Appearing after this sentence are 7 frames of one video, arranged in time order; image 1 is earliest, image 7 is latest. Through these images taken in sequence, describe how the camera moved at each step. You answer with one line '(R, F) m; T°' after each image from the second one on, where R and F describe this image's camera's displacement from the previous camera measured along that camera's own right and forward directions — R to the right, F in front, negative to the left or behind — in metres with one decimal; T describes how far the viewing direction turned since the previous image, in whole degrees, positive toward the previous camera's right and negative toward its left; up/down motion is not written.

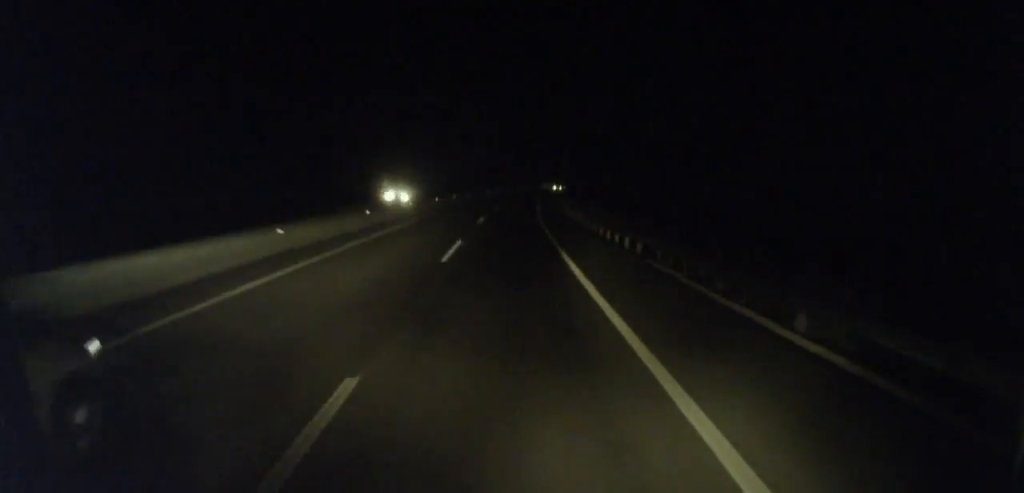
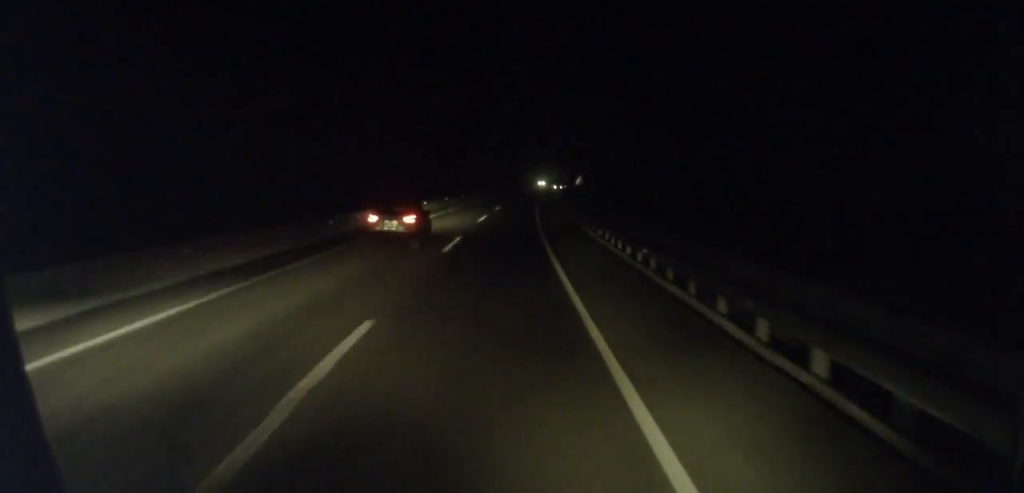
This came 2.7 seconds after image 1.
(+0.7, +64.9) m; +3°
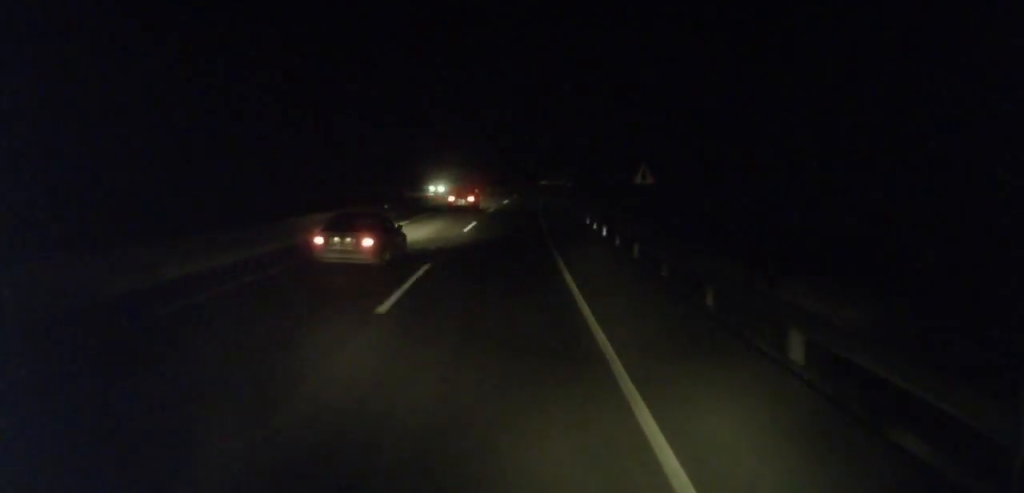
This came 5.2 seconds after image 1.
(+1.5, +62.4) m; +3°
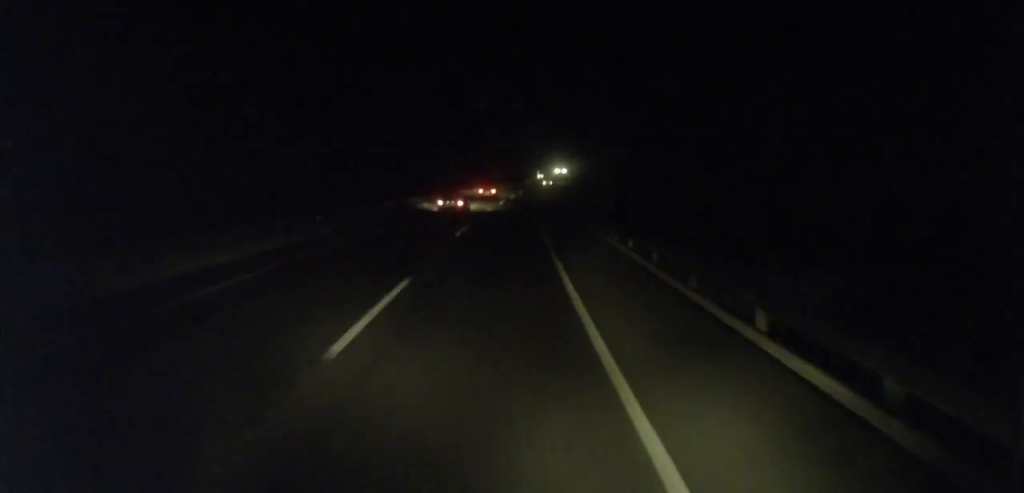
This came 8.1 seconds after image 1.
(+3.2, +72.2) m; +4°
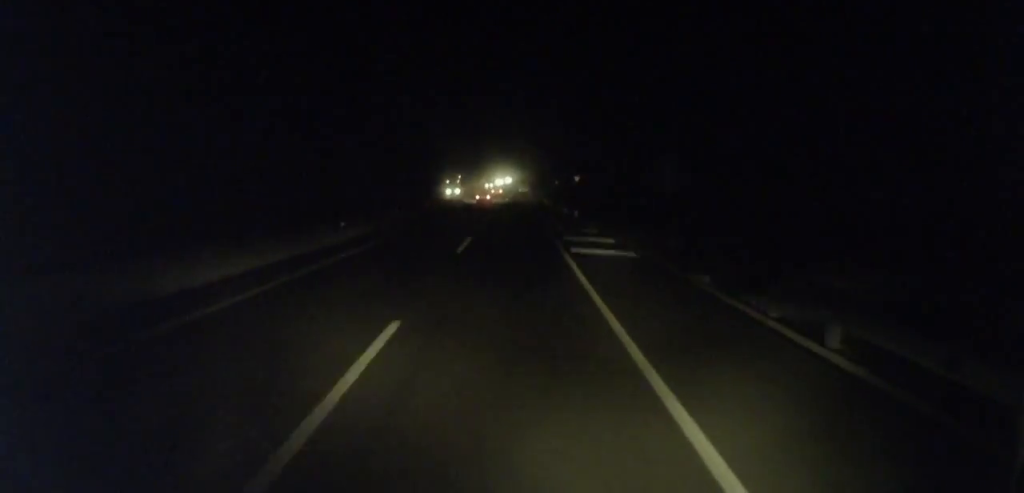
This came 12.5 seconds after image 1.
(+5.5, +107.7) m; +4°
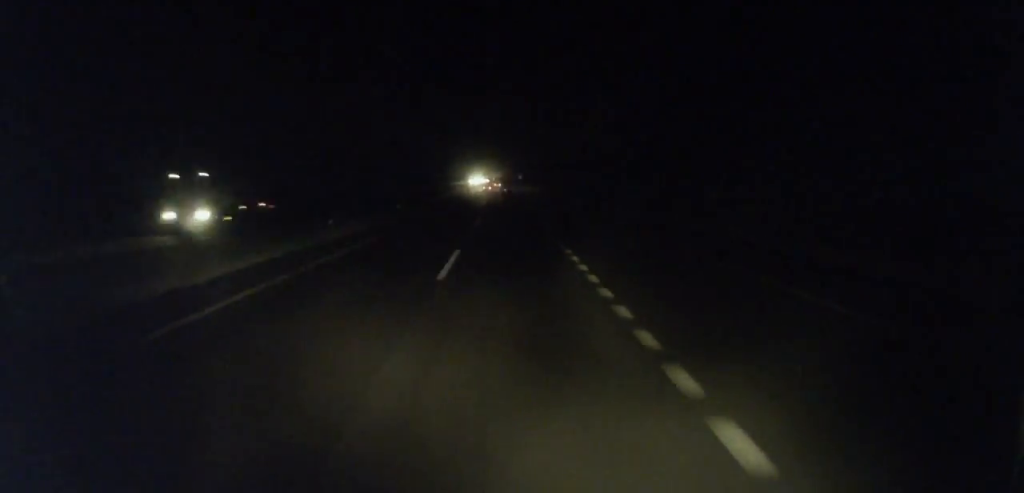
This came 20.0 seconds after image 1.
(+6.6, +180.5) m; +5°
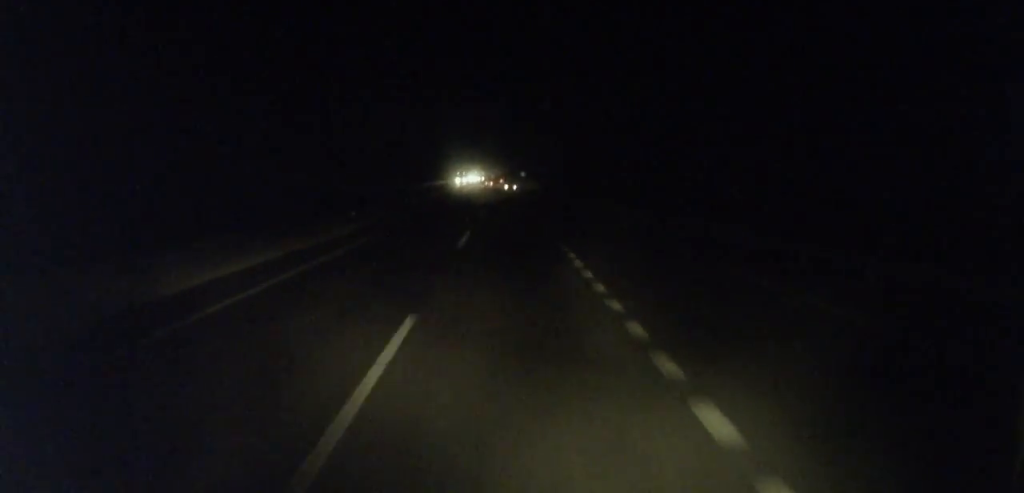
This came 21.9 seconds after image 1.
(+0.5, +45.0) m; +2°
